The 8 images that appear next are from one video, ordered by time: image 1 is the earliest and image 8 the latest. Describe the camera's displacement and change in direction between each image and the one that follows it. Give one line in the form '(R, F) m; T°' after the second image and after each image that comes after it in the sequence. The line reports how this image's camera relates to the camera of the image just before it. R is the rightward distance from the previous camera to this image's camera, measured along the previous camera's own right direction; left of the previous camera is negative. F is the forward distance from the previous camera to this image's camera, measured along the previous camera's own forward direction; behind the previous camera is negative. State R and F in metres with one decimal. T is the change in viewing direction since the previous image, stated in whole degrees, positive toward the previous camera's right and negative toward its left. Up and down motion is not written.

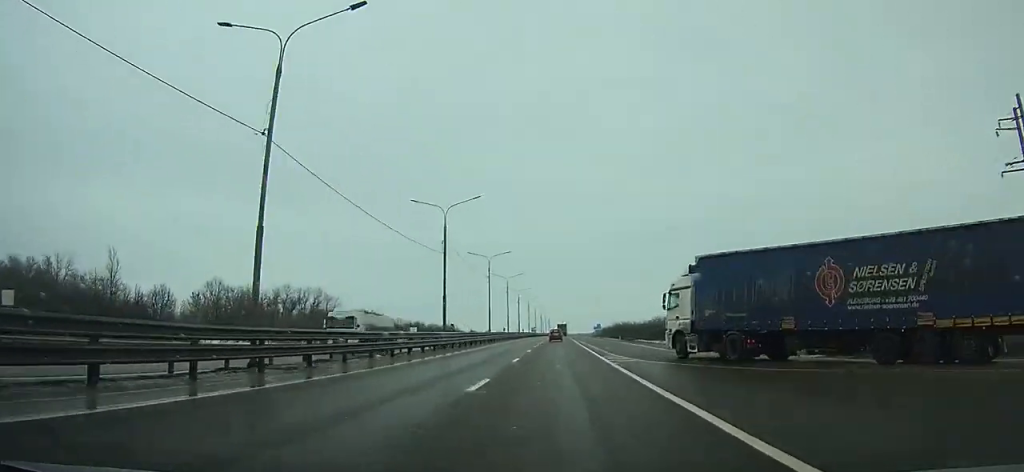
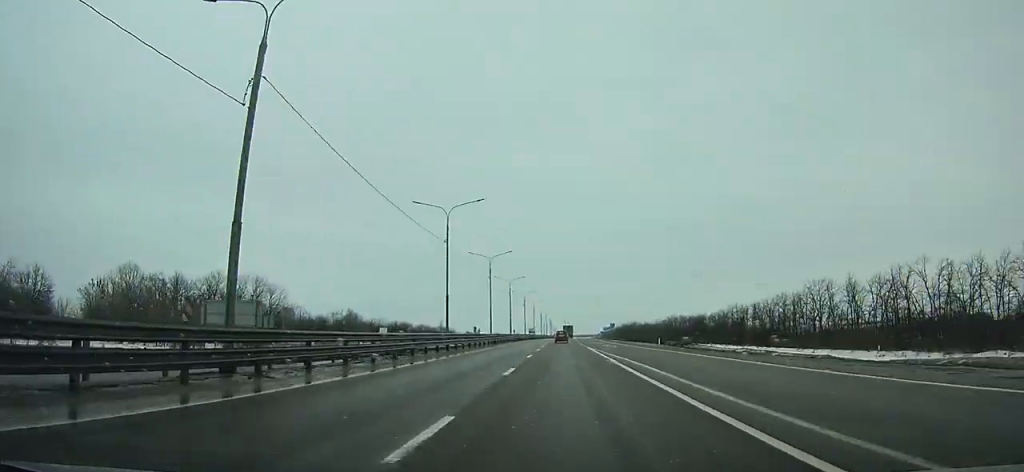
(-0.3, +30.3) m; 0°
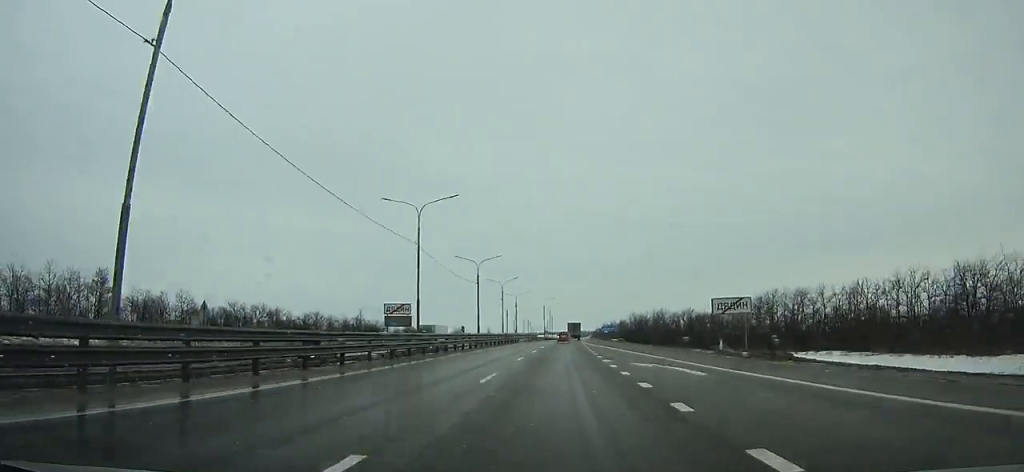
(+2.3, +120.2) m; +2°
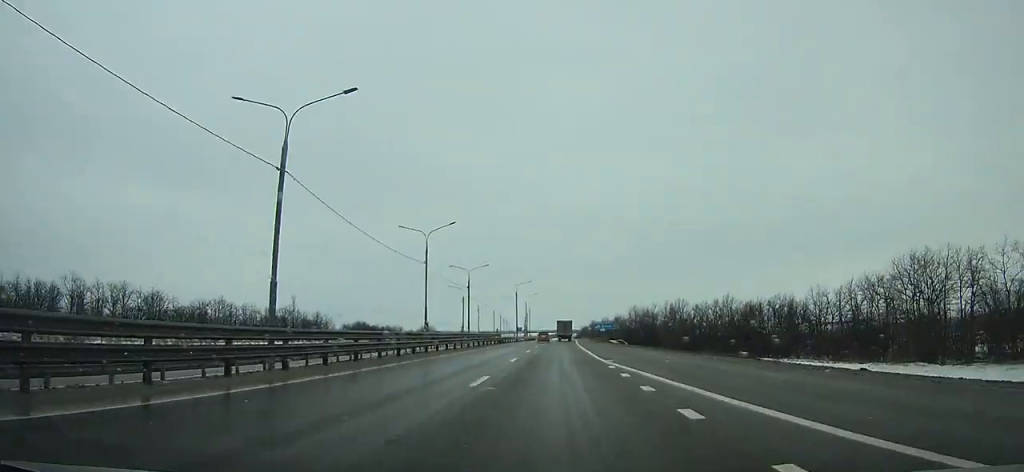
(+0.6, +49.7) m; +1°
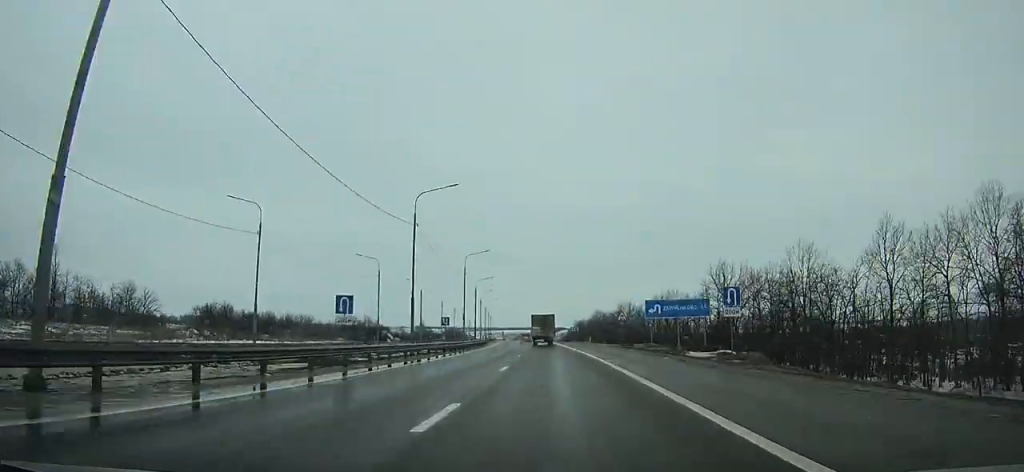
(+1.3, +105.0) m; 0°
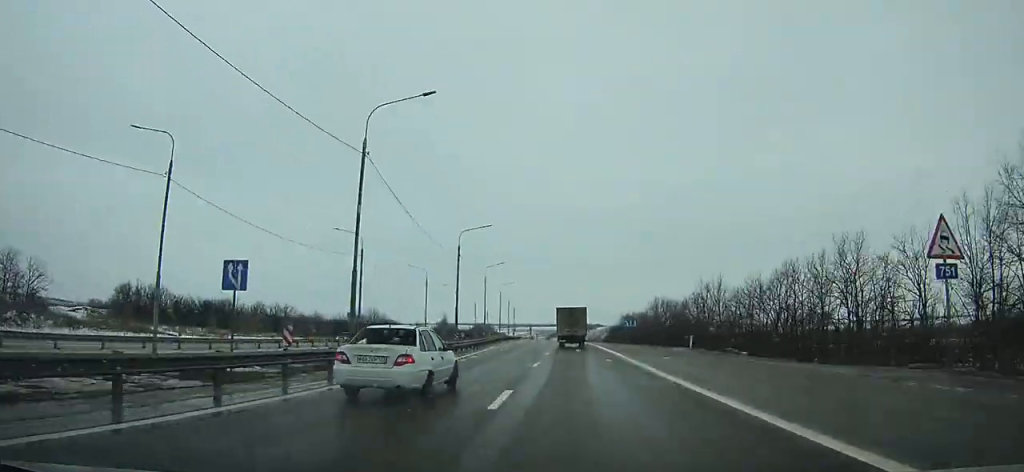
(-0.3, +47.0) m; -1°
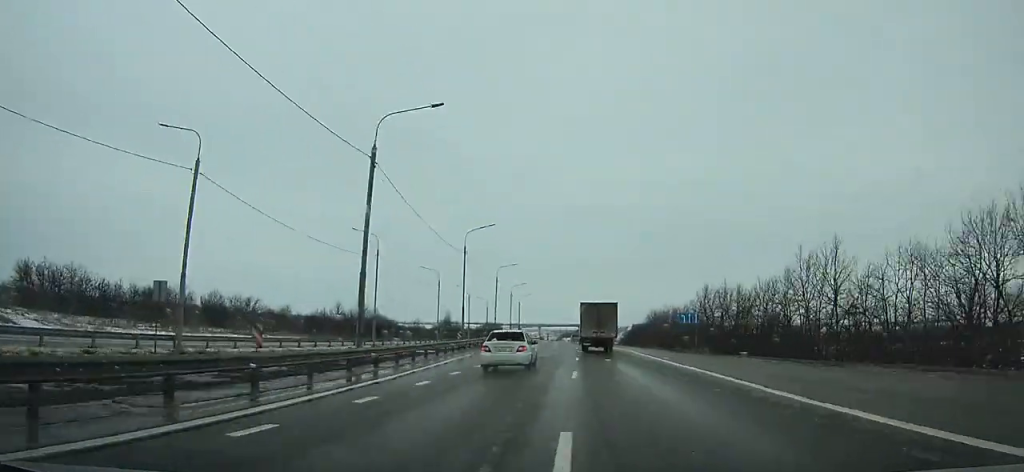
(-0.5, +30.3) m; -1°
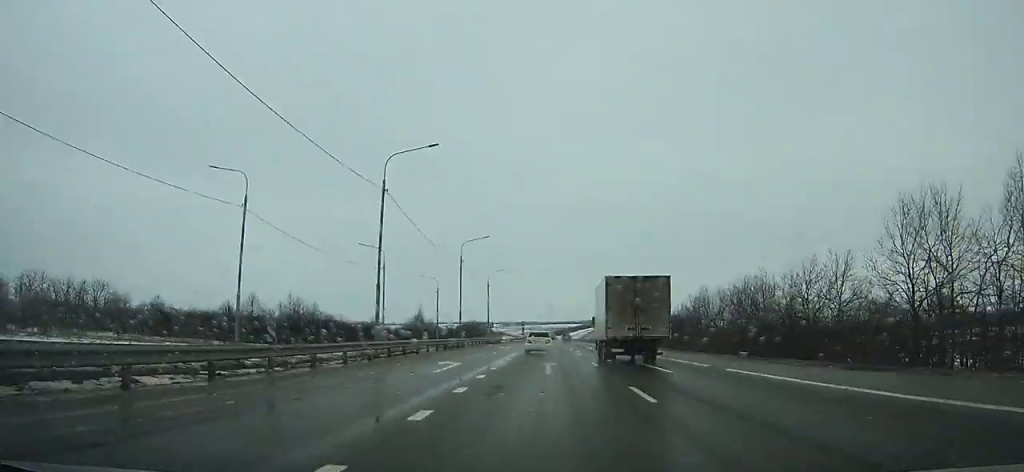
(-0.6, +54.6) m; -1°
